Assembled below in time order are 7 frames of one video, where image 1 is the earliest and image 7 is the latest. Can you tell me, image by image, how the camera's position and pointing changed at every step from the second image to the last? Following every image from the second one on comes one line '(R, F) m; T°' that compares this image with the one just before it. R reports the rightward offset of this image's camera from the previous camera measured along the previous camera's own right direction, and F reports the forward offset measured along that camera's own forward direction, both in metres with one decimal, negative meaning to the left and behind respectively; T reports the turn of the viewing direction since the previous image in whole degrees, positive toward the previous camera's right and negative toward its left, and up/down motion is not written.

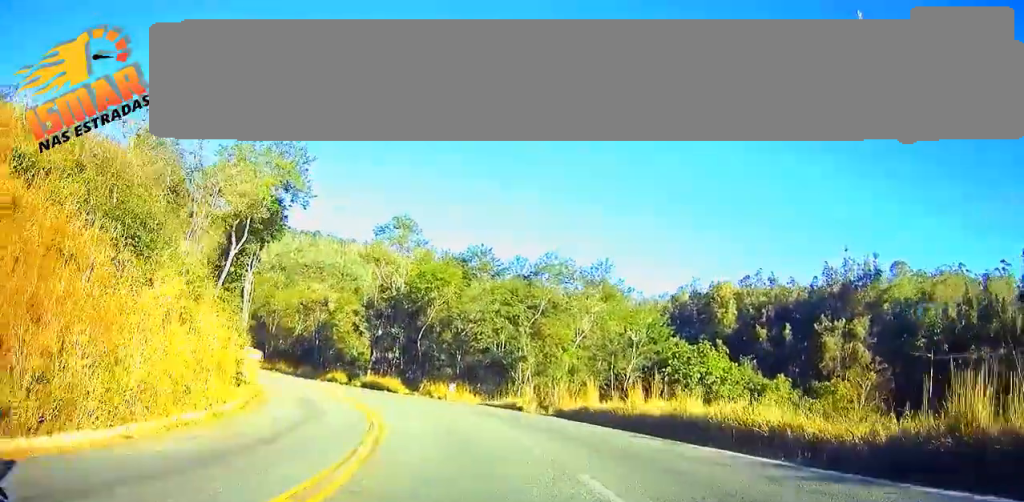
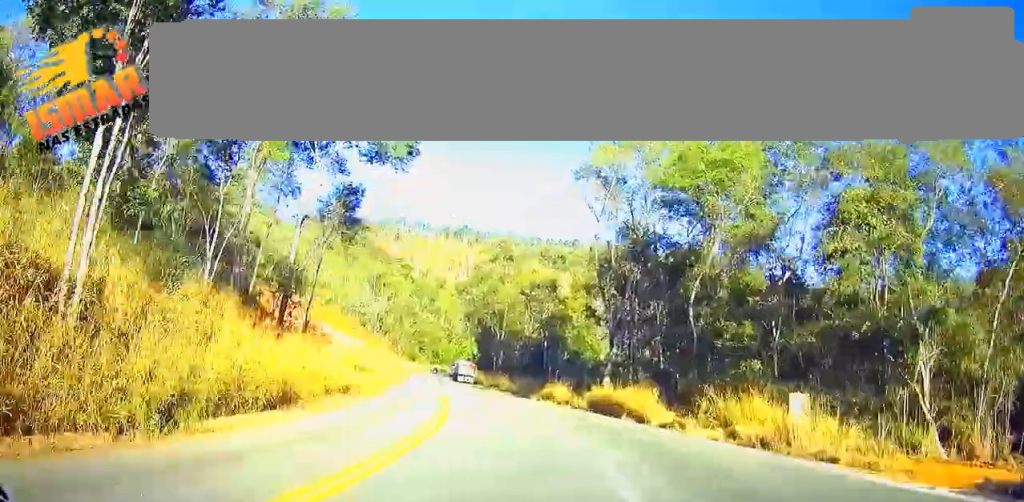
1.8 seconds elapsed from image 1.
(-13.1, +29.7) m; -27°
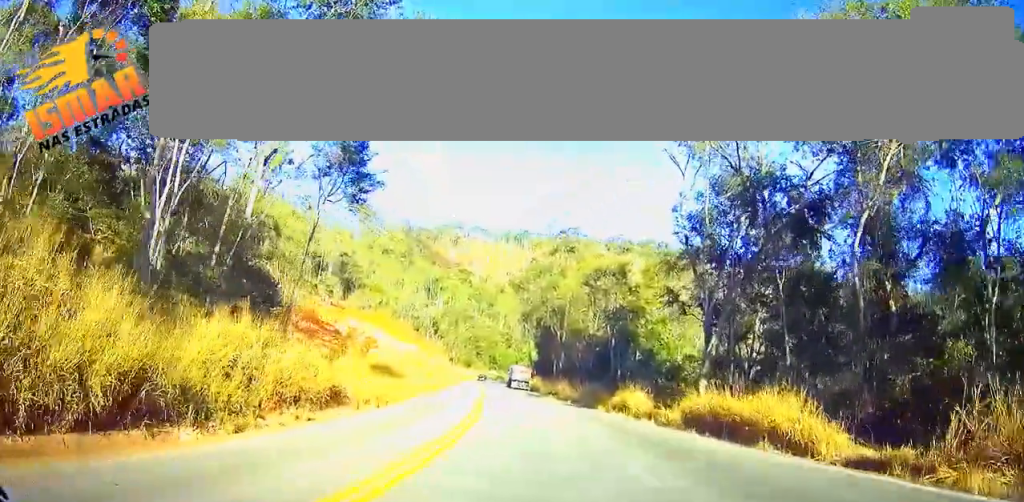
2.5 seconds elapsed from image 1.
(0.0, +12.2) m; 0°
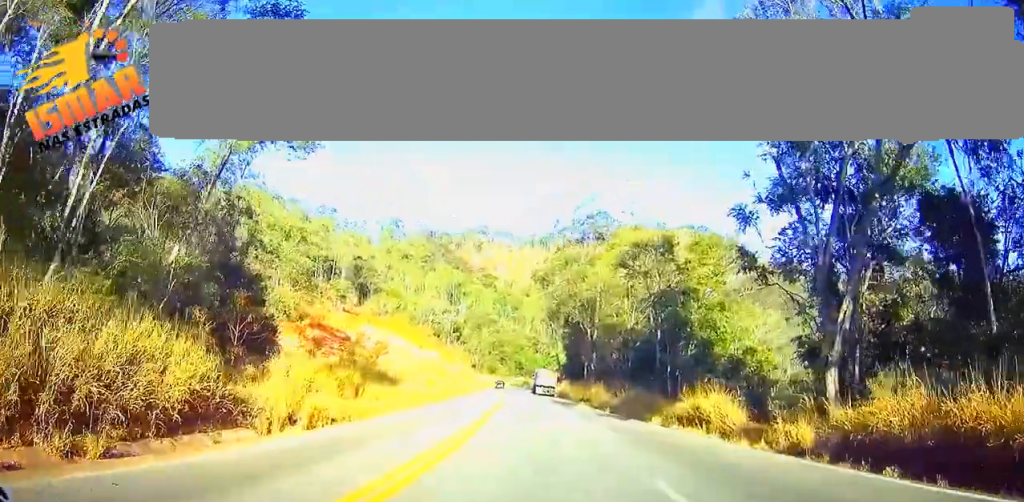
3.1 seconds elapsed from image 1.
(0.0, +12.3) m; 0°
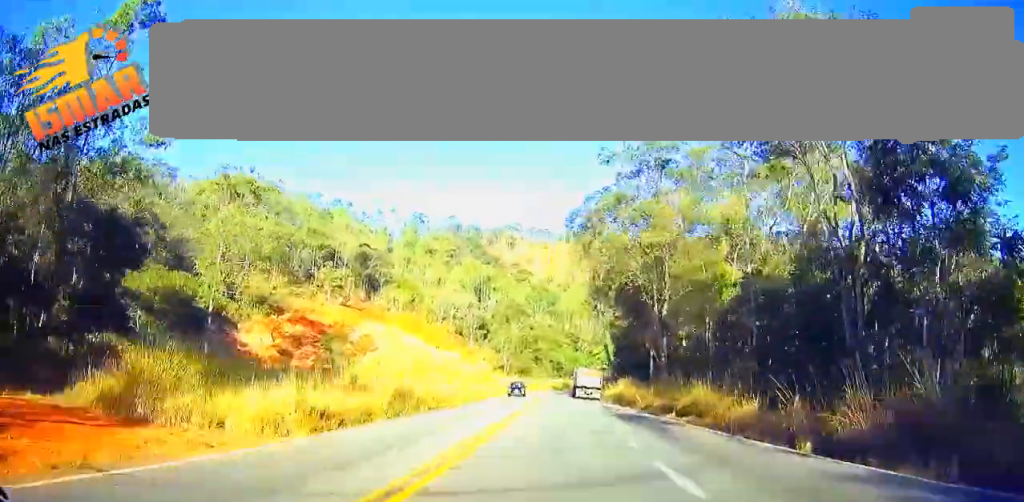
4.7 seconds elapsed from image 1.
(0.0, +29.7) m; 0°
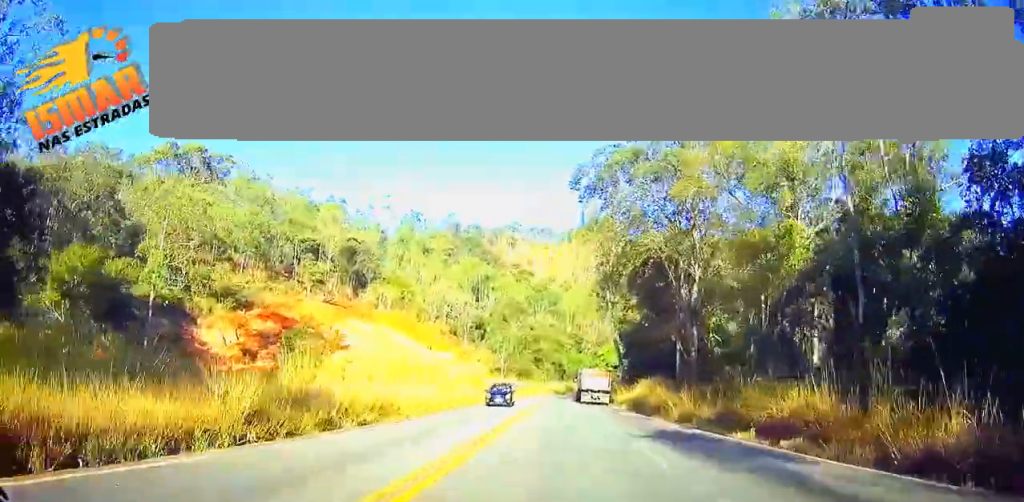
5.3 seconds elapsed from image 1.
(0.0, +12.7) m; 0°
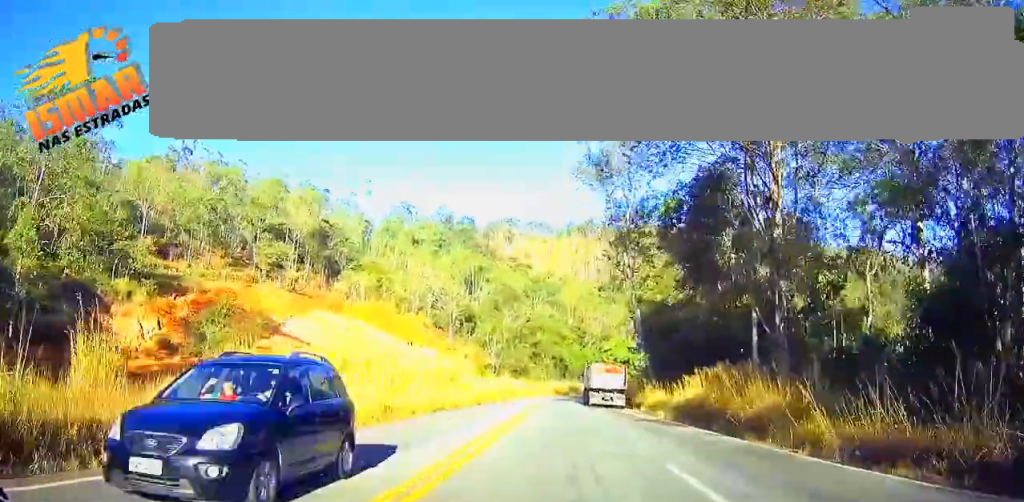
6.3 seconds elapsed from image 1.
(0.0, +19.9) m; 0°
